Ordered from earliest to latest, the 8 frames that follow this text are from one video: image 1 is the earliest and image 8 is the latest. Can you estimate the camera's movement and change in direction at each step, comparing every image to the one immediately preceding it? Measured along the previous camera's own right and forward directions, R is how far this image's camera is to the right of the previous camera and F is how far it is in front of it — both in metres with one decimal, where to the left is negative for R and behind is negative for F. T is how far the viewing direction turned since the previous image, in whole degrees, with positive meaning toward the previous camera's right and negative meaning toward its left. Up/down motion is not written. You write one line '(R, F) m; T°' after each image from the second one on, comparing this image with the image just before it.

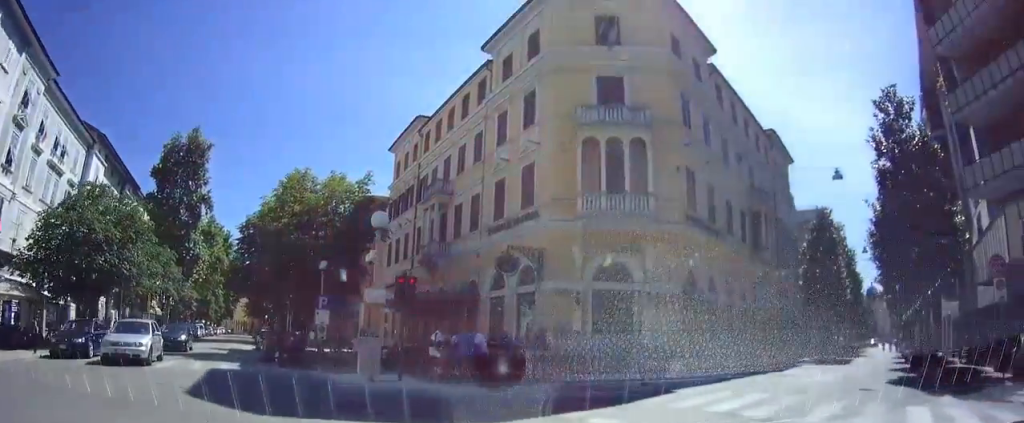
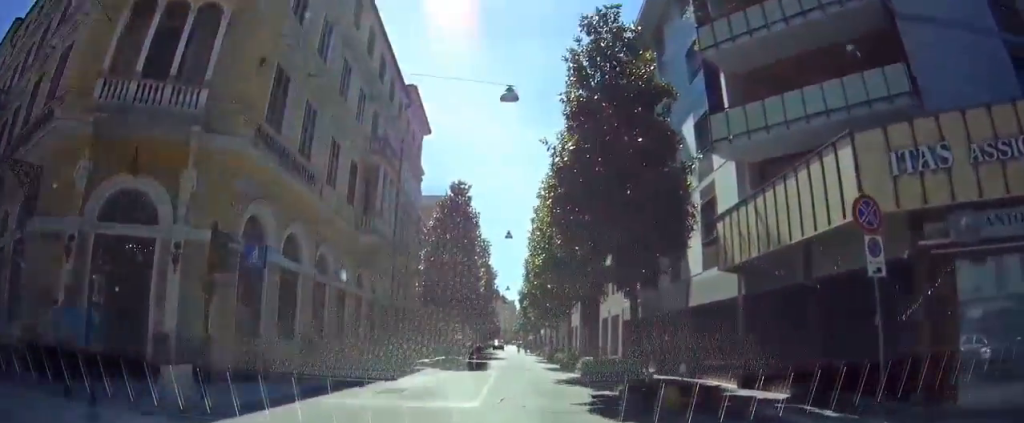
(+1.4, +7.0) m; +13°
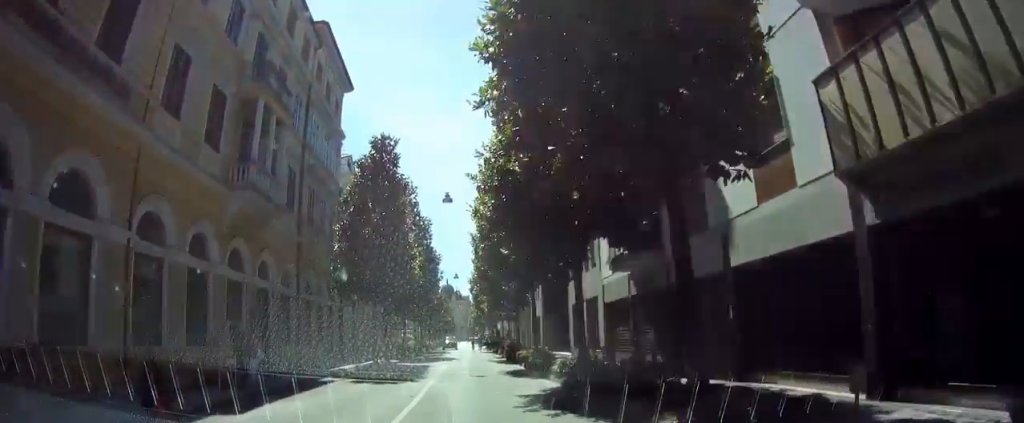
(+0.2, +5.7) m; +10°
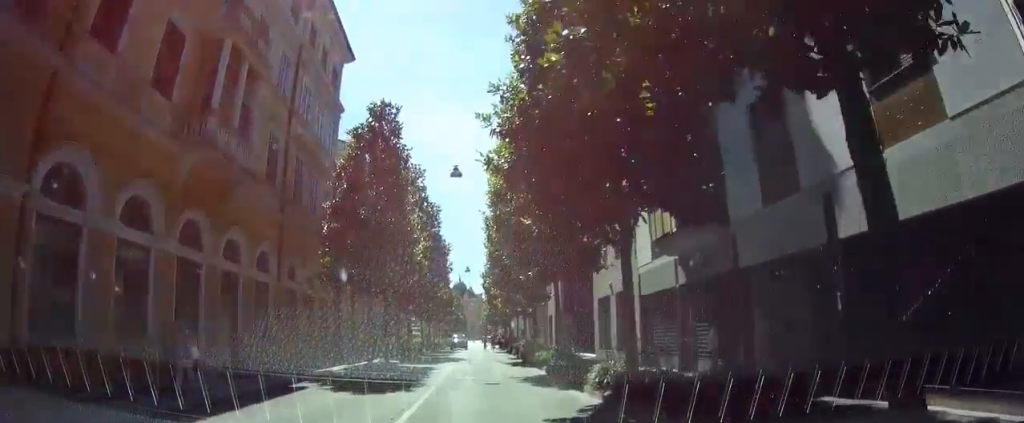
(+0.3, +2.6) m; +6°
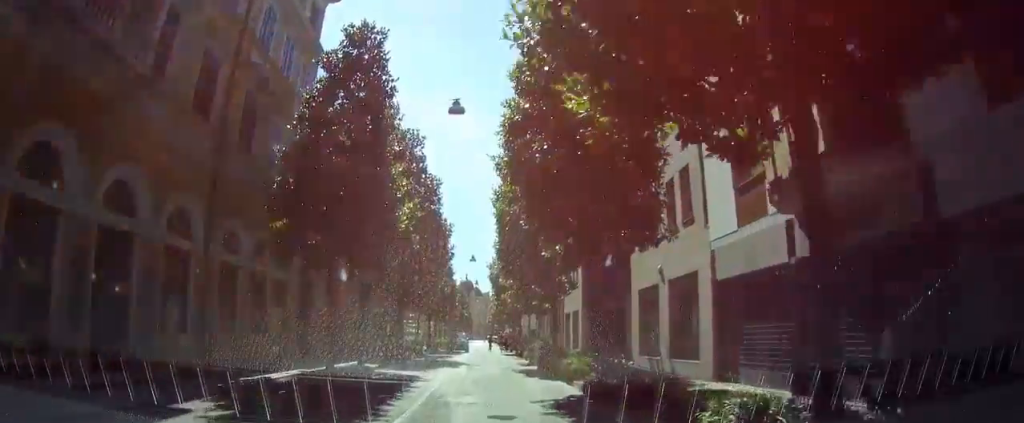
(+0.2, +3.9) m; +3°
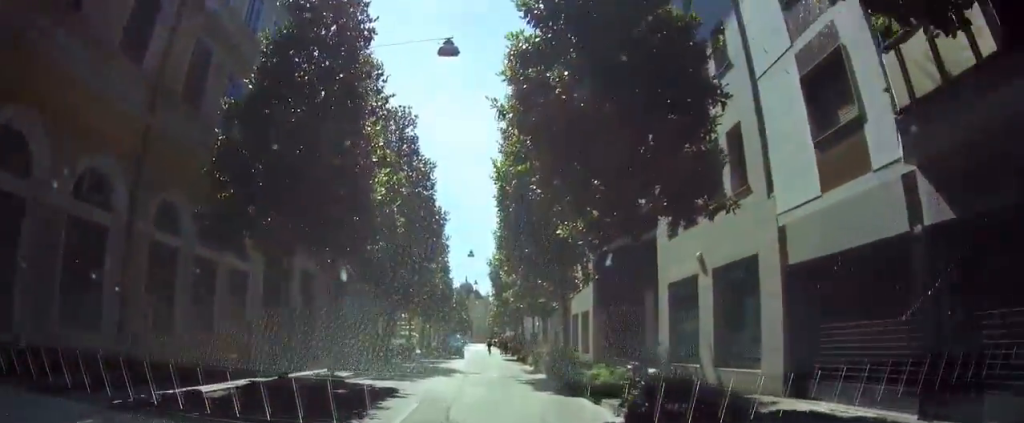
(0.0, +2.3) m; +1°
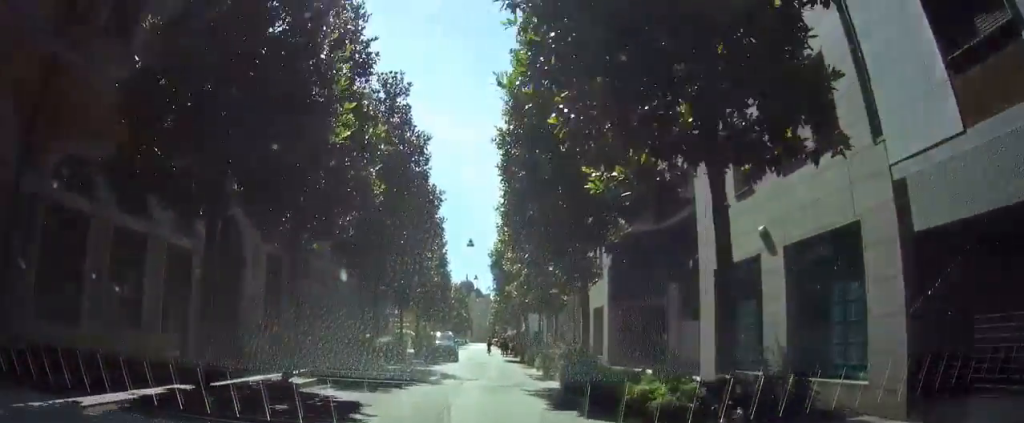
(0.0, +2.3) m; 0°
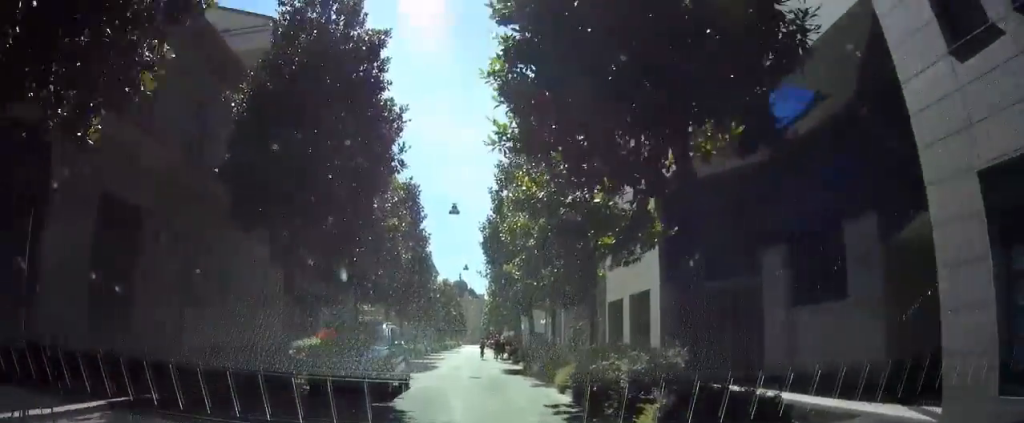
(0.0, +5.6) m; 0°
